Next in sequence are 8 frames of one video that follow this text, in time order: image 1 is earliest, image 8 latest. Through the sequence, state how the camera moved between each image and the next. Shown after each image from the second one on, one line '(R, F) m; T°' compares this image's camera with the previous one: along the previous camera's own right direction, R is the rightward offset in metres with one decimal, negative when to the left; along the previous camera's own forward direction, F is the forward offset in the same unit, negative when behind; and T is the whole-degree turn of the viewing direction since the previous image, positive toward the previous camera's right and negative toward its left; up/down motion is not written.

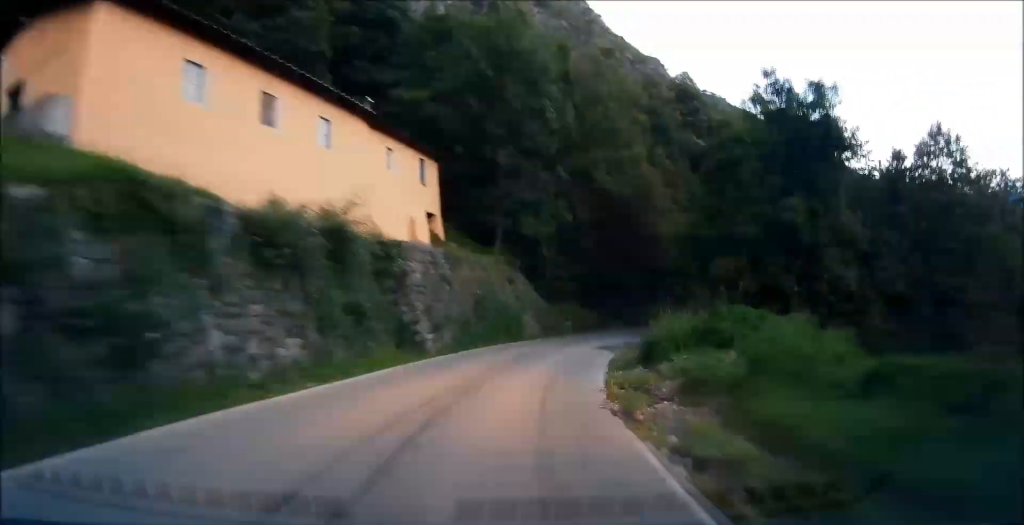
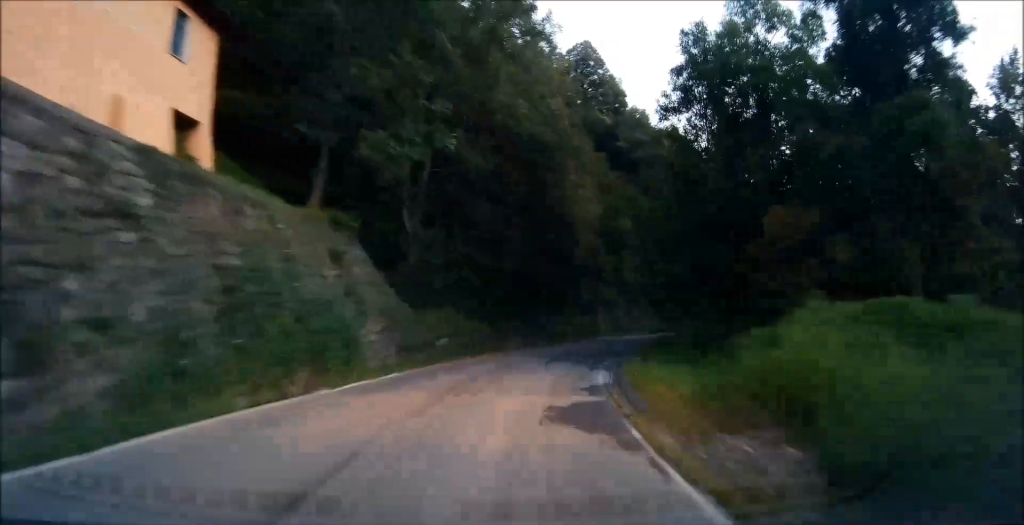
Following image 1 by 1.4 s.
(+0.9, +15.8) m; +9°
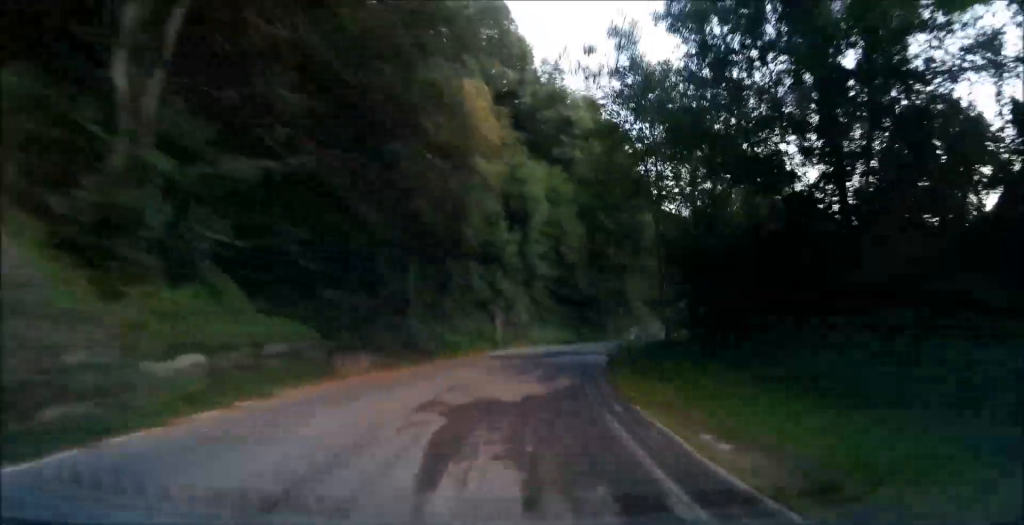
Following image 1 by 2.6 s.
(+1.1, +15.1) m; +7°
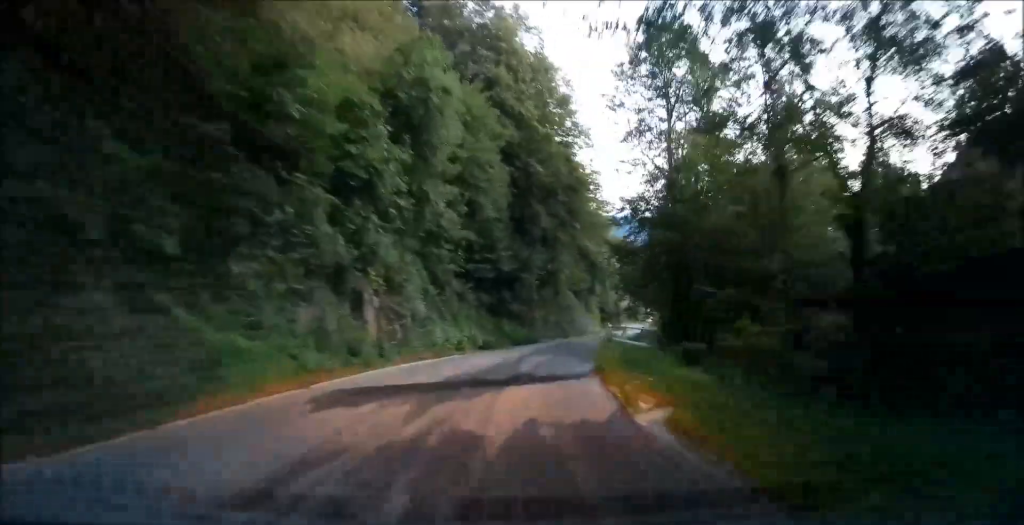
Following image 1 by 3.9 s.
(+1.6, +16.8) m; +12°
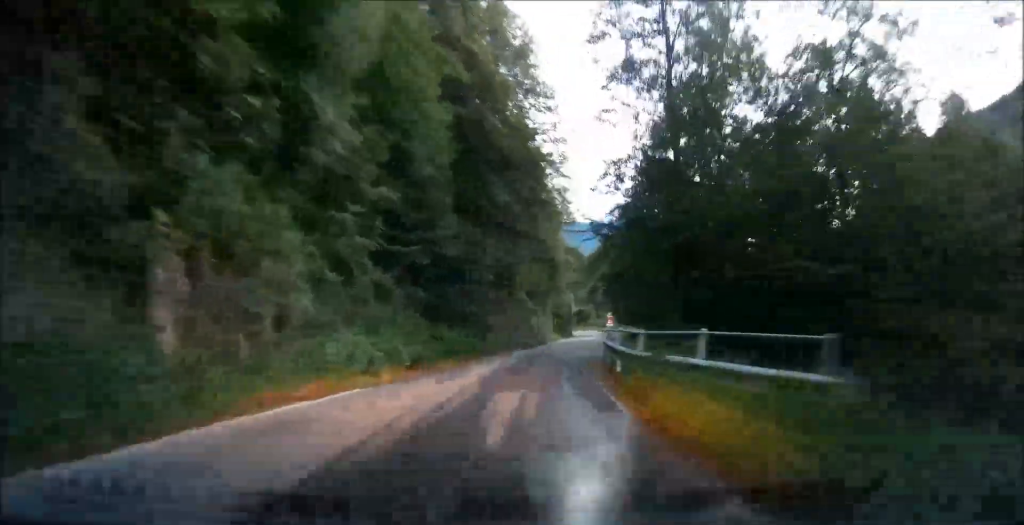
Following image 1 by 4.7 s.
(+0.6, +10.4) m; +6°
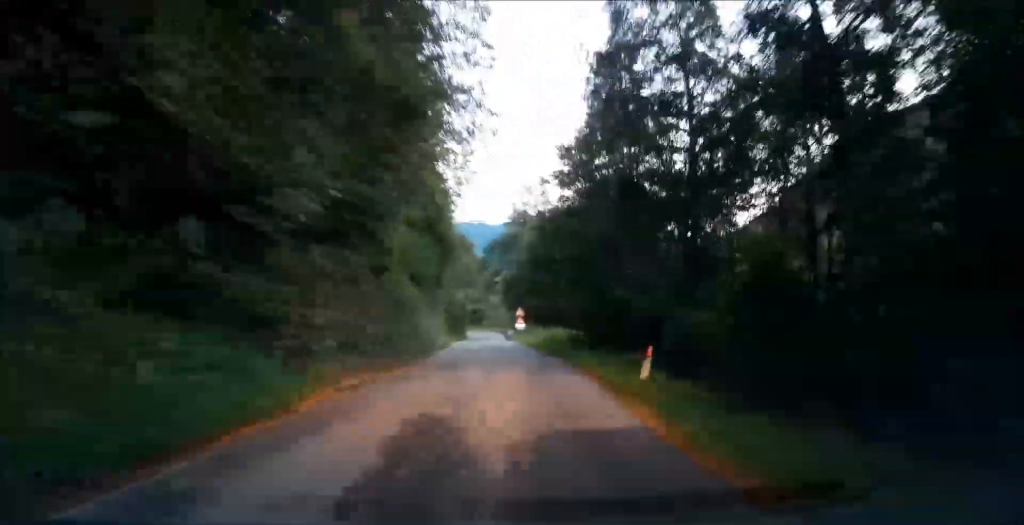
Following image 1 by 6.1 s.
(+1.6, +18.9) m; +6°
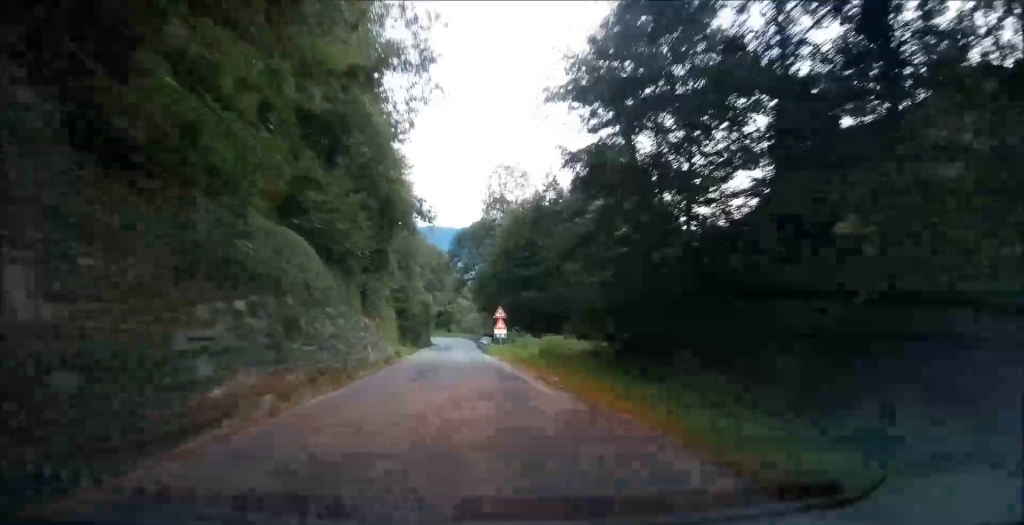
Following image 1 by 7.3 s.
(-0.1, +18.5) m; +2°
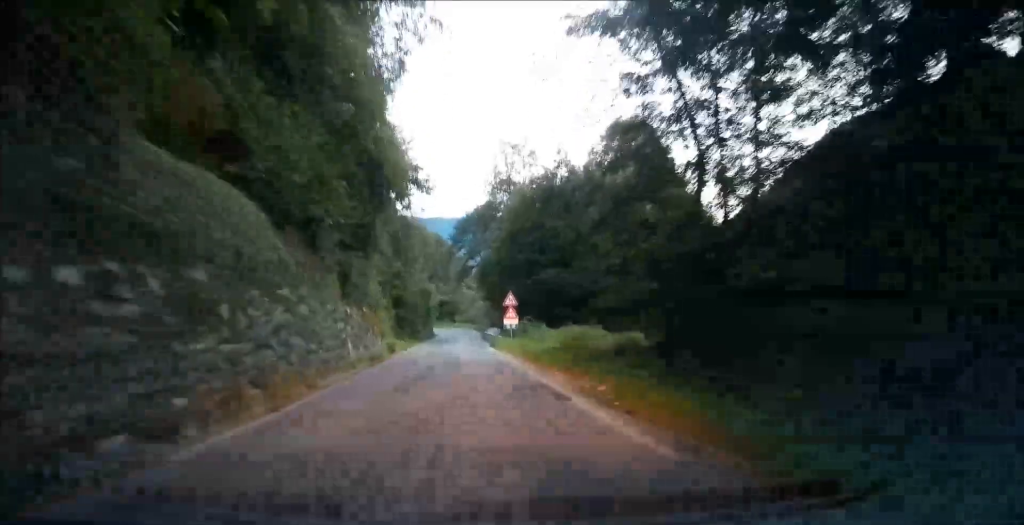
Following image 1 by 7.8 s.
(+0.3, +6.4) m; +2°
